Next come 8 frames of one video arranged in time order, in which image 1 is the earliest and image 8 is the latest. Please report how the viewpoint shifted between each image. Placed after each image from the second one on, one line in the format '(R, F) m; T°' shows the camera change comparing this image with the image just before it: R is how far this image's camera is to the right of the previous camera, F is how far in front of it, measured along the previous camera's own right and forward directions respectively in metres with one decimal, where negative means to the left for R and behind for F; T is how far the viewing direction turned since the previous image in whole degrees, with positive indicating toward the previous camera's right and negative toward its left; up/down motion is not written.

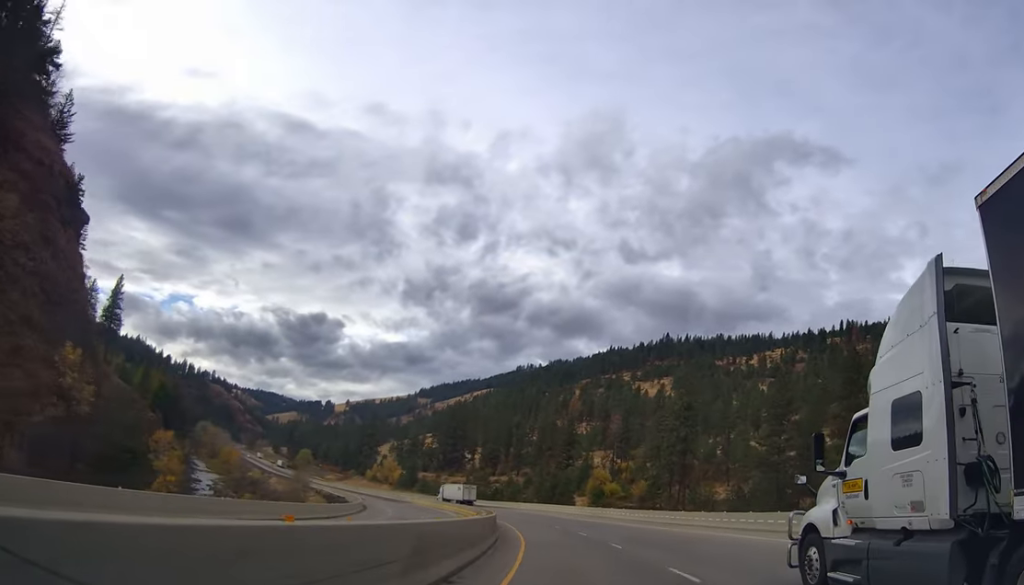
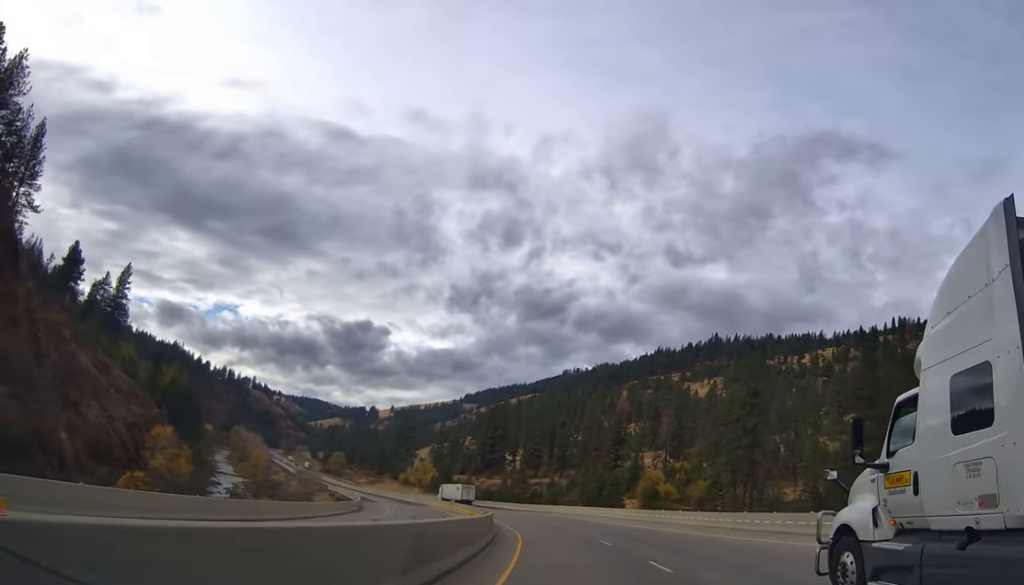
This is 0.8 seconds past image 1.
(-0.2, +22.1) m; -3°
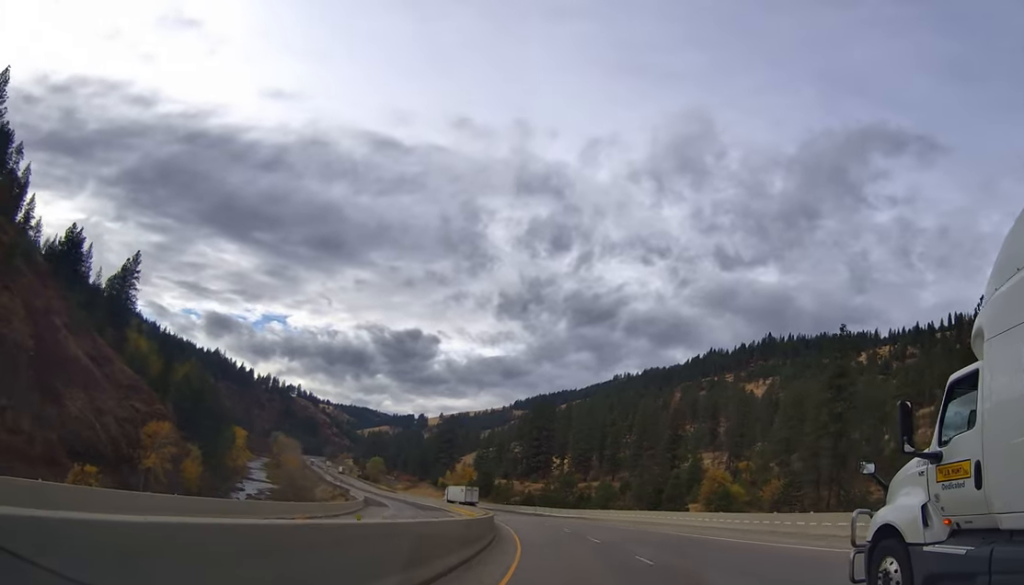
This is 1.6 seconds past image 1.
(-0.5, +22.0) m; -6°
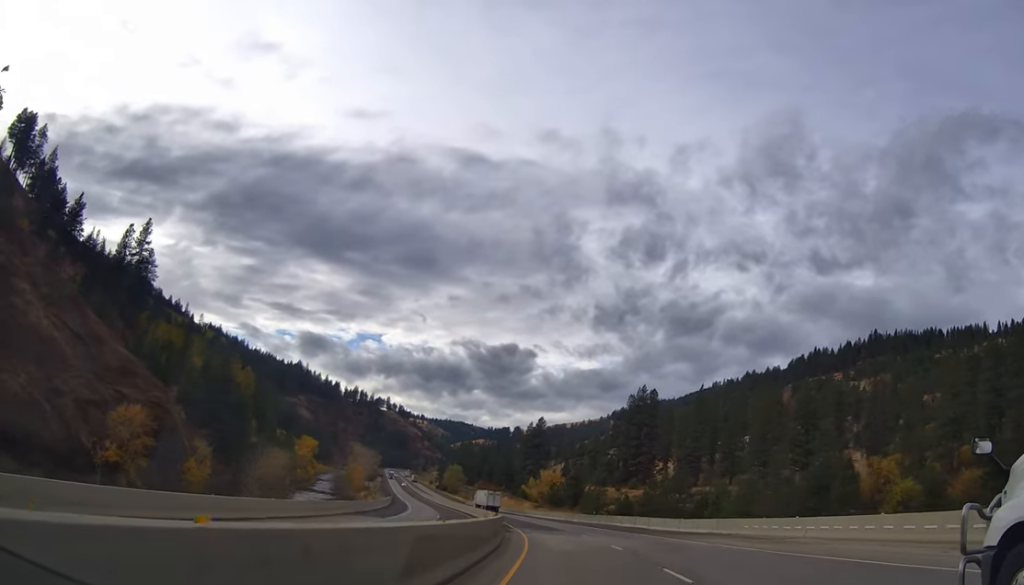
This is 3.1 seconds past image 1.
(-3.7, +40.9) m; -8°
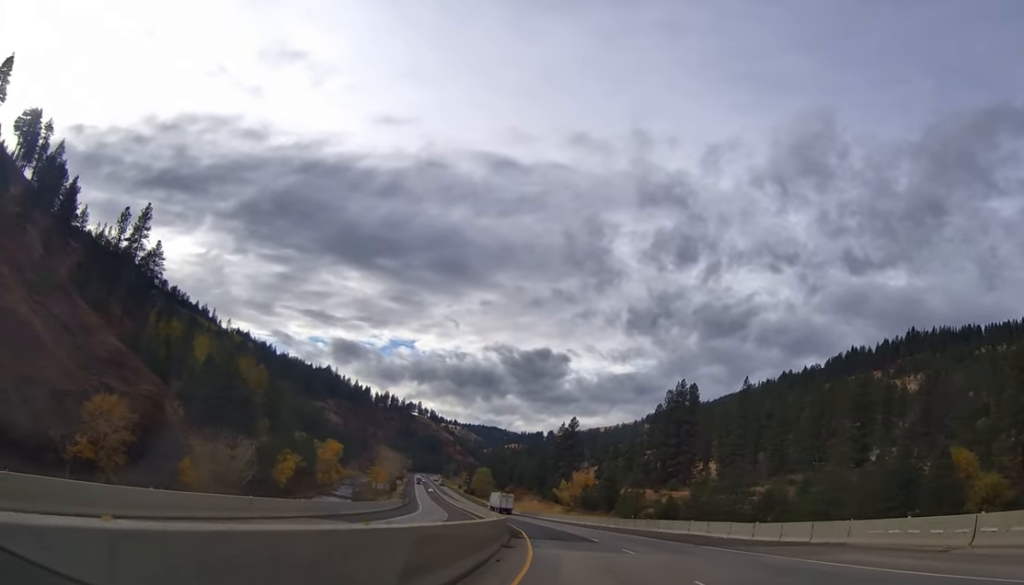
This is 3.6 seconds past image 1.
(0.0, +14.6) m; -3°
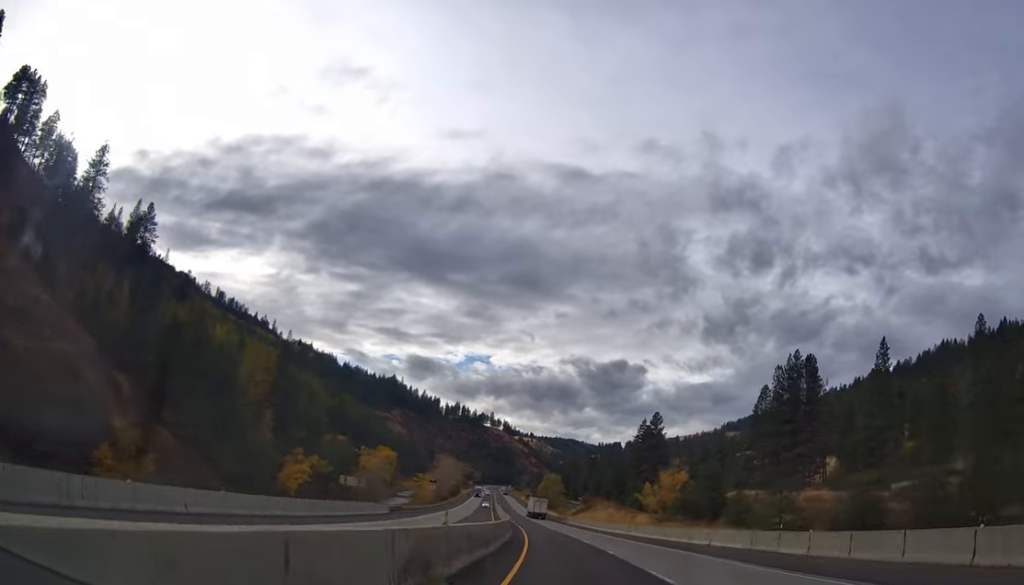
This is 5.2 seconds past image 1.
(-3.7, +43.1) m; -9°
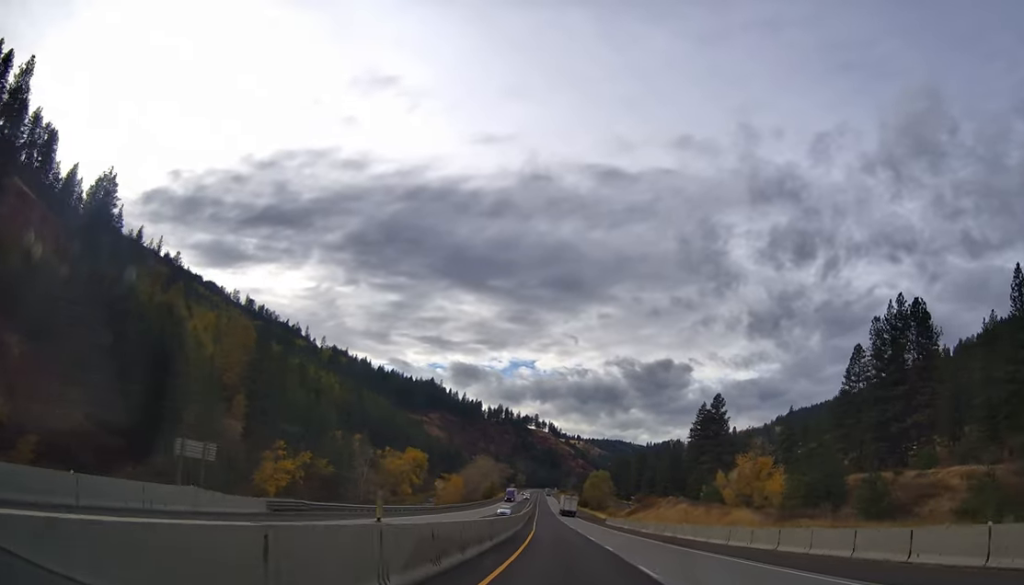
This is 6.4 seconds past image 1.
(-2.2, +33.9) m; -7°
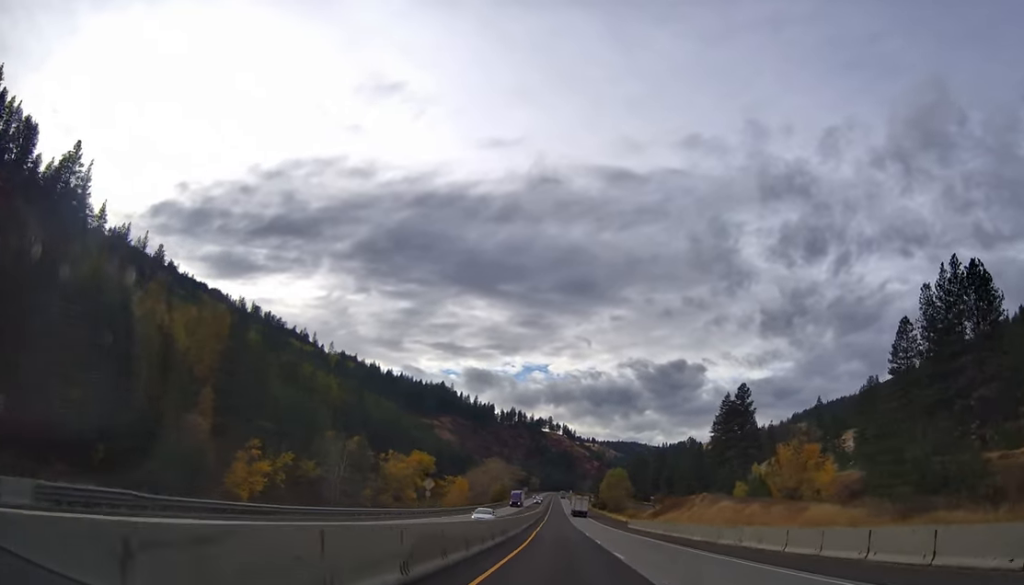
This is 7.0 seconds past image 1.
(-0.6, +16.7) m; -2°
